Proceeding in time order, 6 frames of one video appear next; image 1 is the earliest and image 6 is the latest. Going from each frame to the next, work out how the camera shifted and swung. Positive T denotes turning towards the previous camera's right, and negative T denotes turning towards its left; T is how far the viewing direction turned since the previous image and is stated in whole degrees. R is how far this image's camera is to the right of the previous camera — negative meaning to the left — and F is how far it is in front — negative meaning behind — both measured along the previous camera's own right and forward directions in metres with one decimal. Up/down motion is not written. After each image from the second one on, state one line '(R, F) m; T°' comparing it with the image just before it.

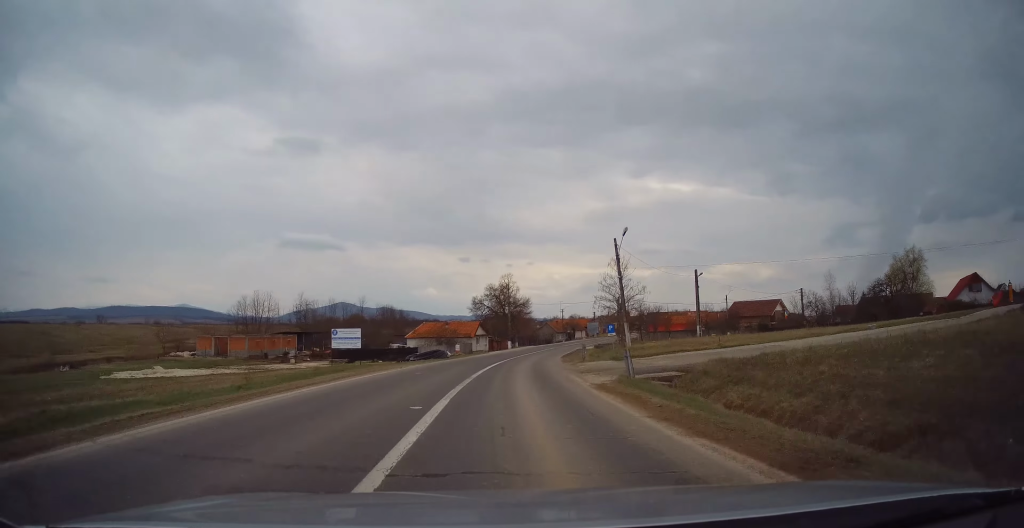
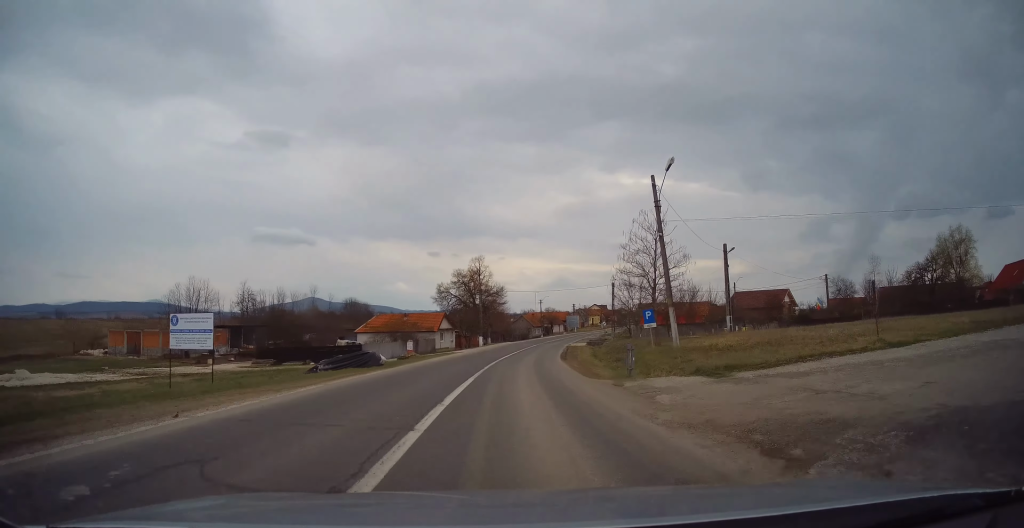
(+0.3, +16.3) m; +3°
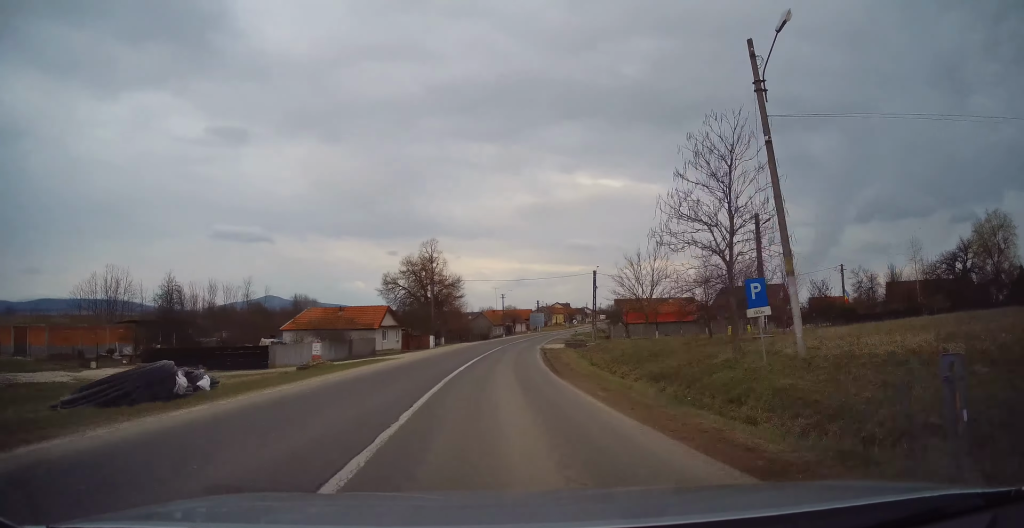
(+0.6, +14.0) m; +4°
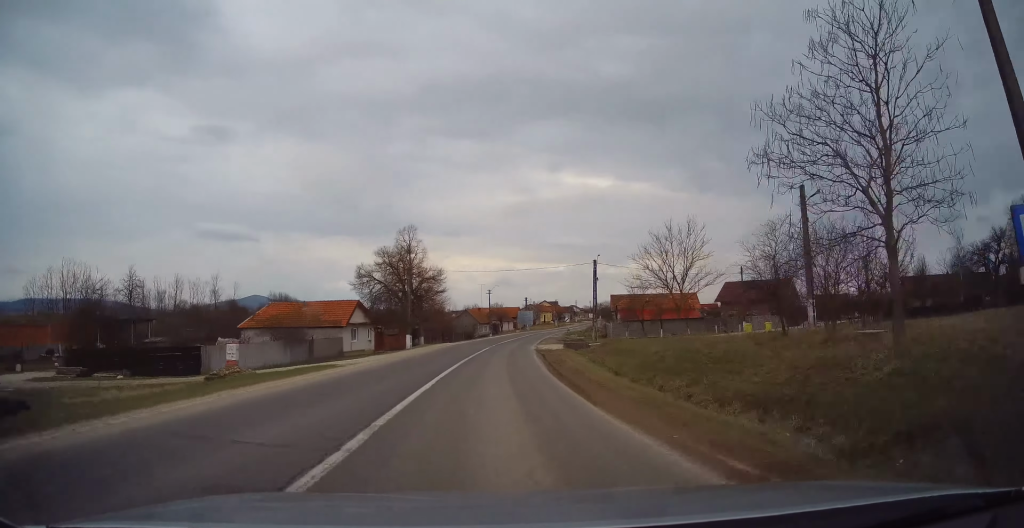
(+0.1, +7.9) m; +2°
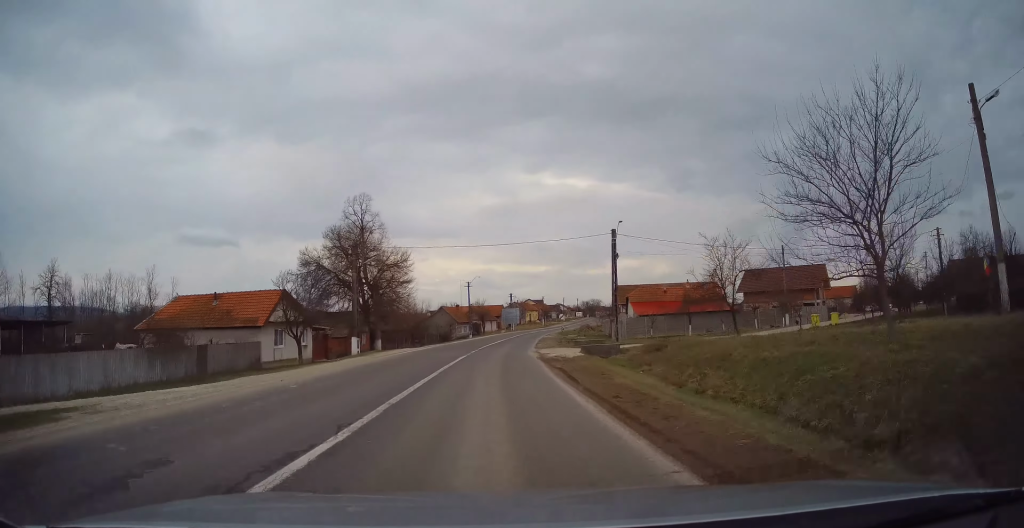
(+0.5, +15.3) m; +3°
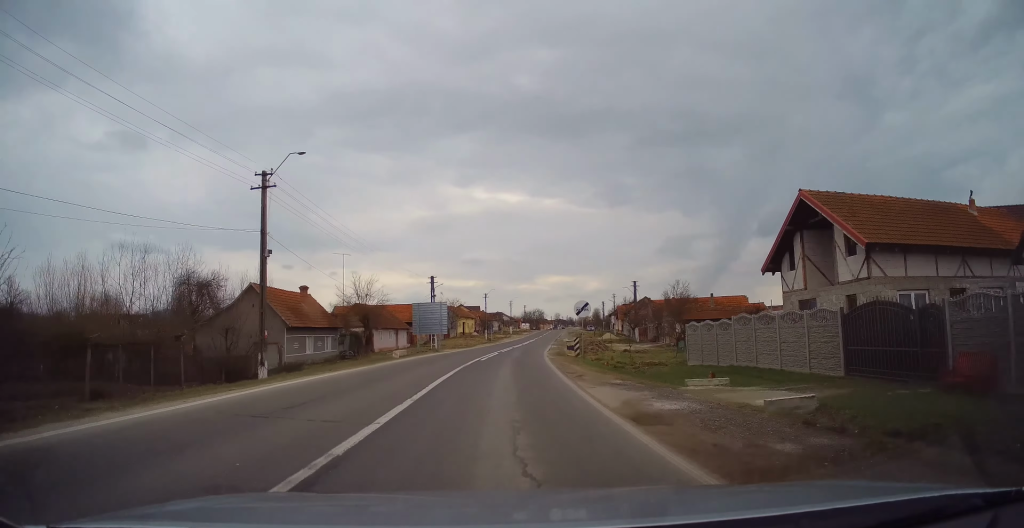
(+2.5, +55.2) m; +7°
